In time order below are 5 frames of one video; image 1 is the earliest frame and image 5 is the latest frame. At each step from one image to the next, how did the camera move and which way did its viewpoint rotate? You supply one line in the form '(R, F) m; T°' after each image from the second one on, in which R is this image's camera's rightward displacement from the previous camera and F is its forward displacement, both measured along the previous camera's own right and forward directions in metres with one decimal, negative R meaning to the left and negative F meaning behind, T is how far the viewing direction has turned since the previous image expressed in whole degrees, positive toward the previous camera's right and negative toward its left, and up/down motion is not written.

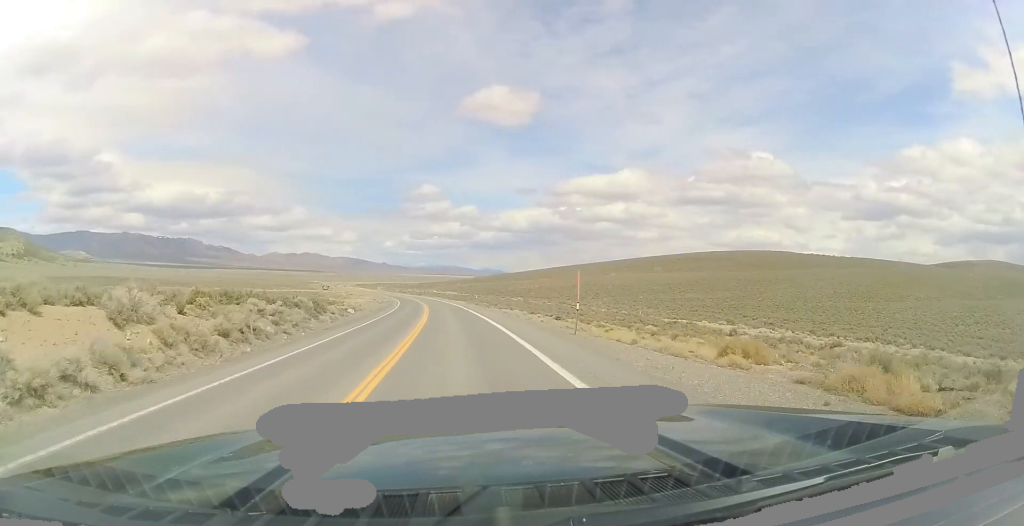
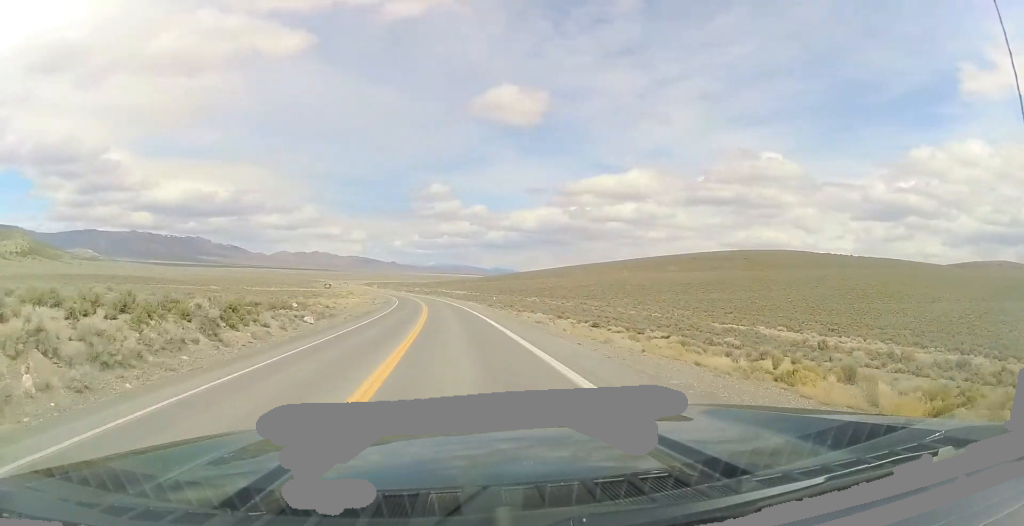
(-0.7, +16.3) m; -3°
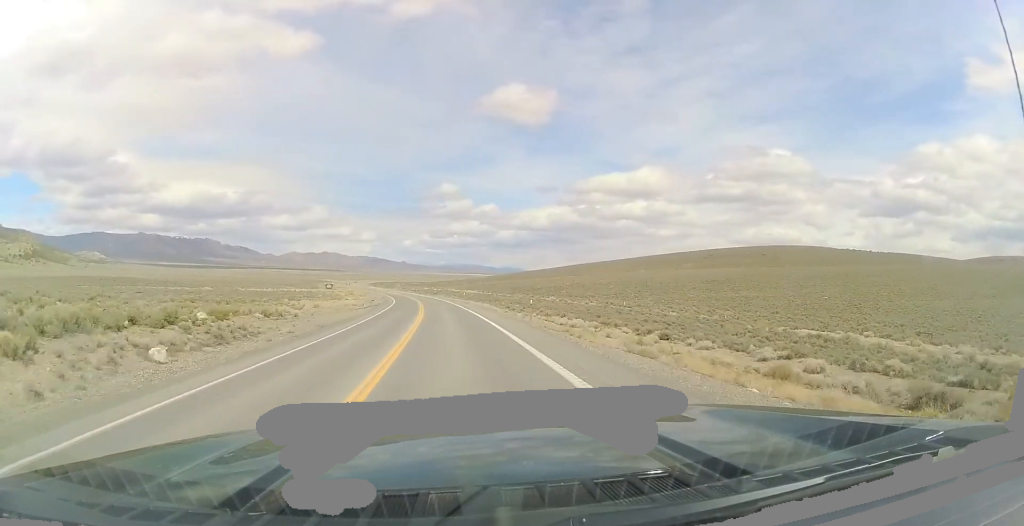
(0.0, +18.2) m; 0°
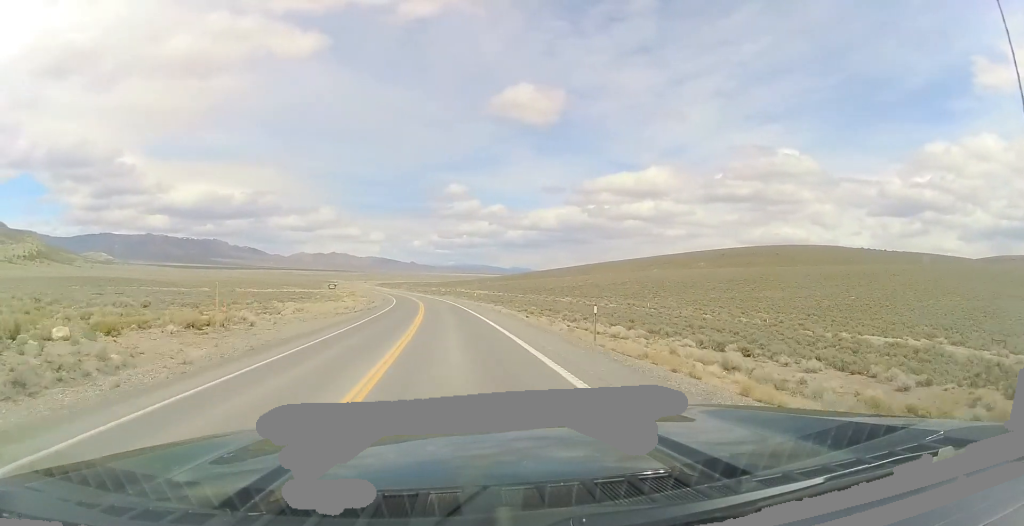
(0.0, +11.6) m; 0°
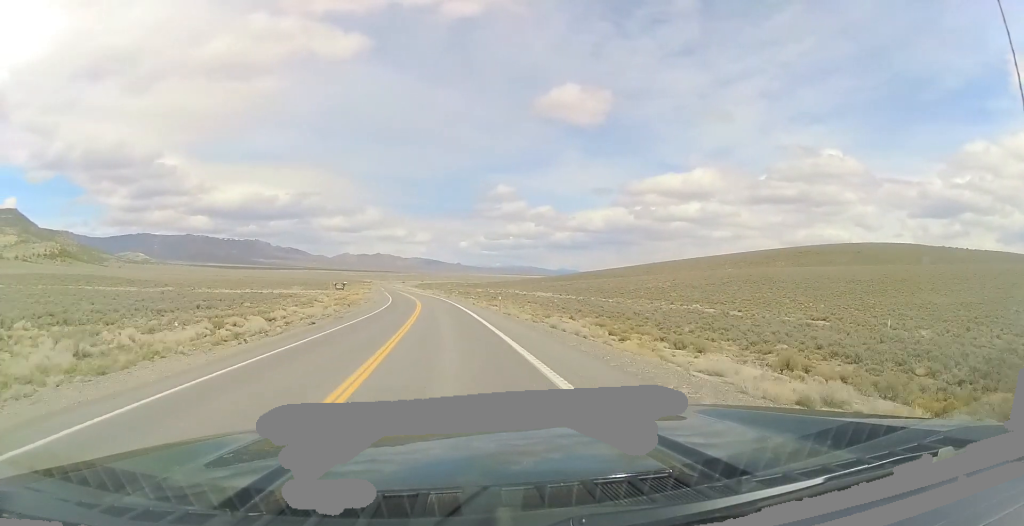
(-1.7, +69.6) m; -4°
